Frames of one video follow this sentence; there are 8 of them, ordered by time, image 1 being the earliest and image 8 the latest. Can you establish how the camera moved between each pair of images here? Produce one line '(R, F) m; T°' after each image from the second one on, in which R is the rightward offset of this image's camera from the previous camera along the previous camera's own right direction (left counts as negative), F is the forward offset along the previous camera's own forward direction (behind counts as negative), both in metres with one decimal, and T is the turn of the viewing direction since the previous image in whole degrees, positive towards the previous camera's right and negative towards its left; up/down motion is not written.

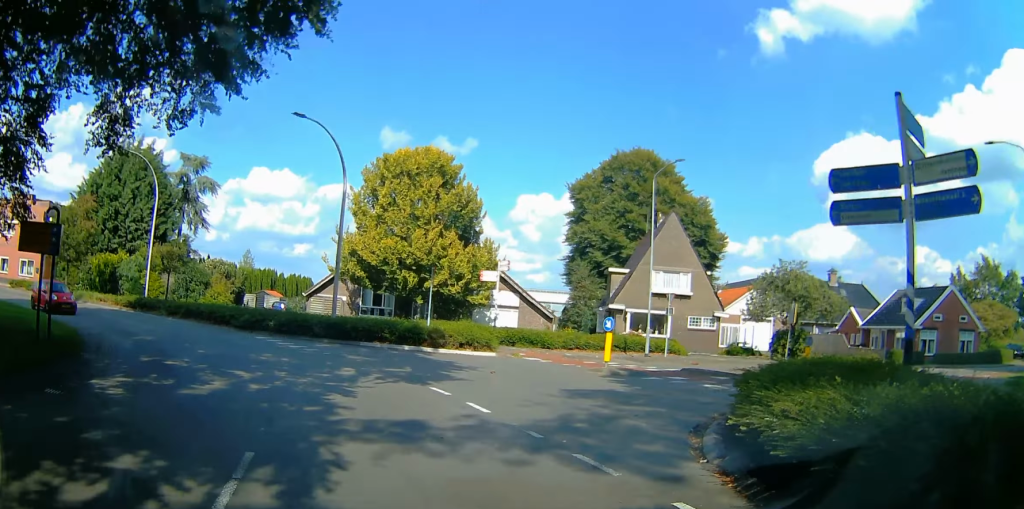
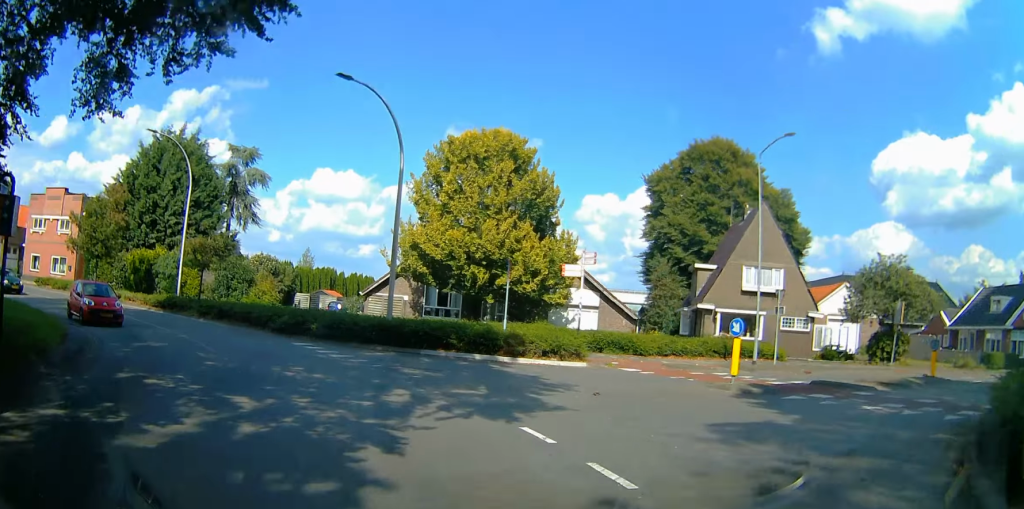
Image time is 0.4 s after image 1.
(-0.4, +4.6) m; -6°
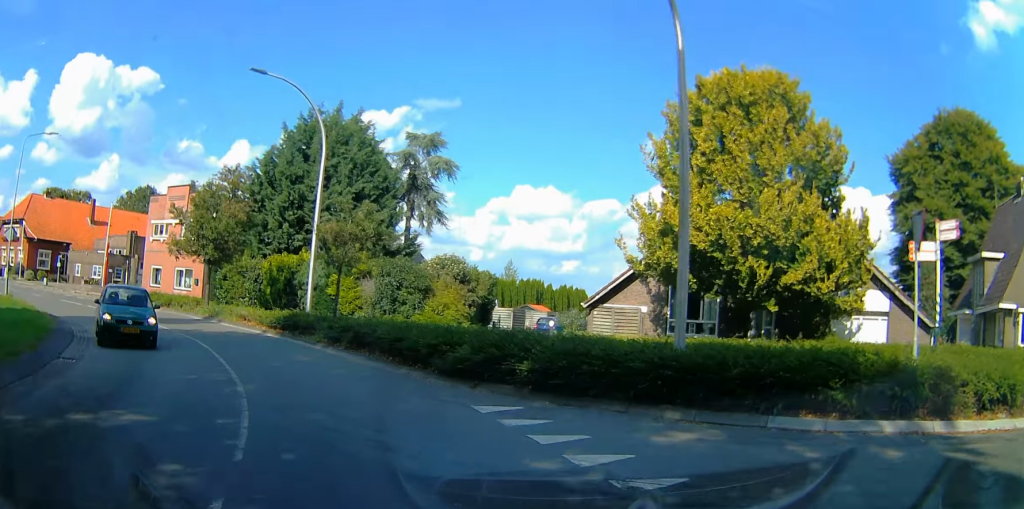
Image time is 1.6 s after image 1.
(-0.4, +11.7) m; -2°
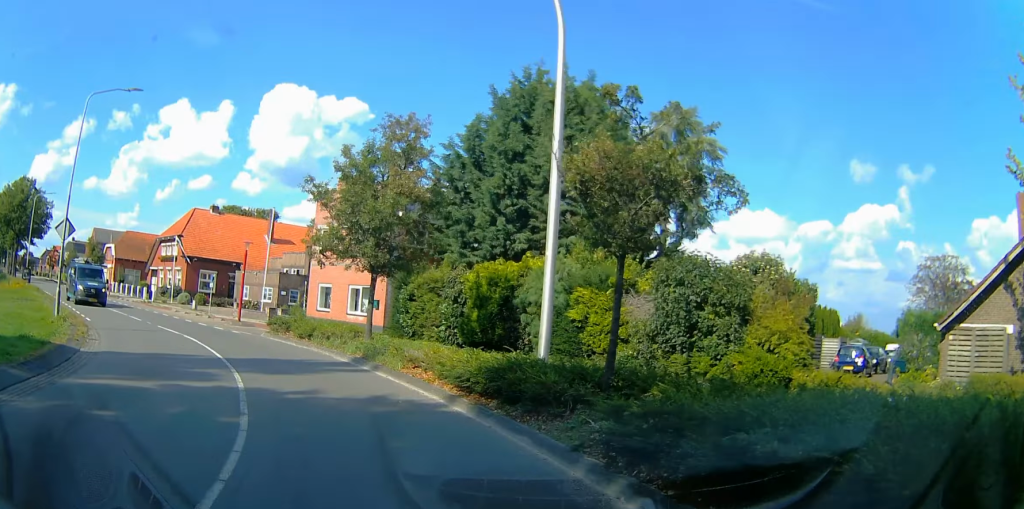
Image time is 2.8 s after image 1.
(-0.1, +11.7) m; -10°
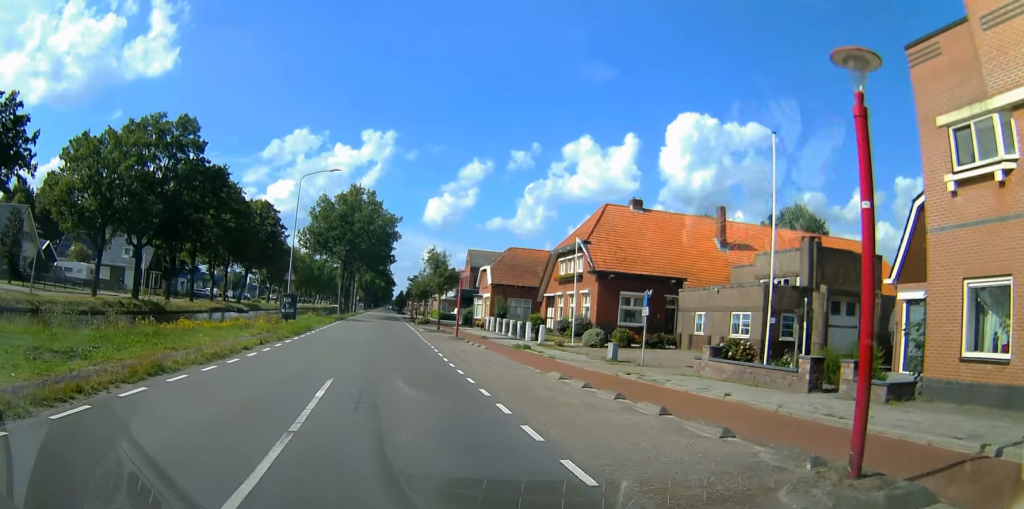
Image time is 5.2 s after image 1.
(-11.0, +20.6) m; -49°
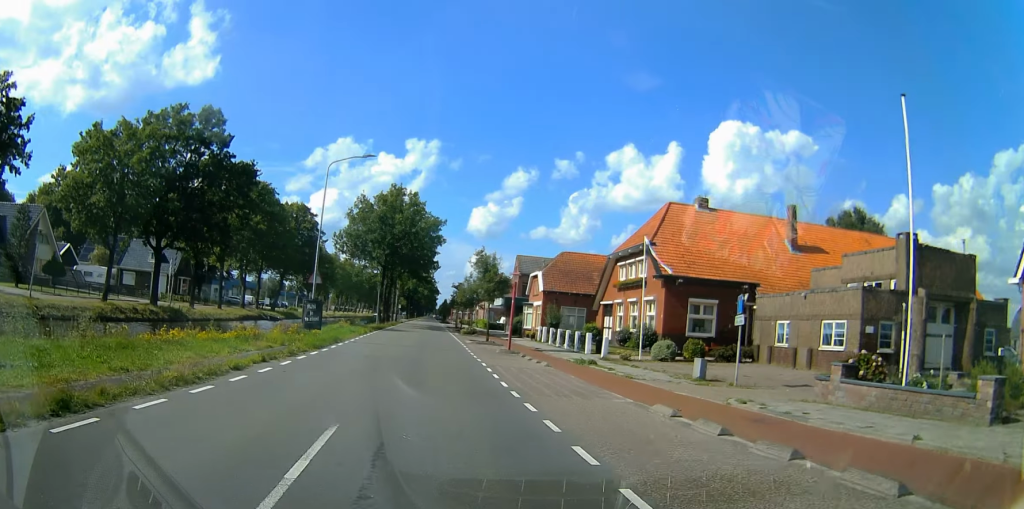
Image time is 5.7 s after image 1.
(-0.3, +4.7) m; -1°
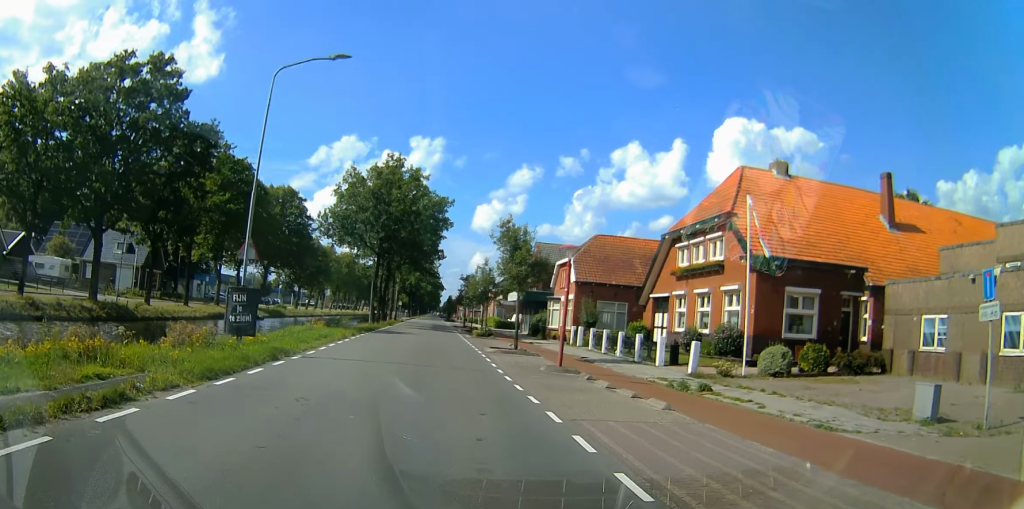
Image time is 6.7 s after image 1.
(-0.3, +11.1) m; +2°
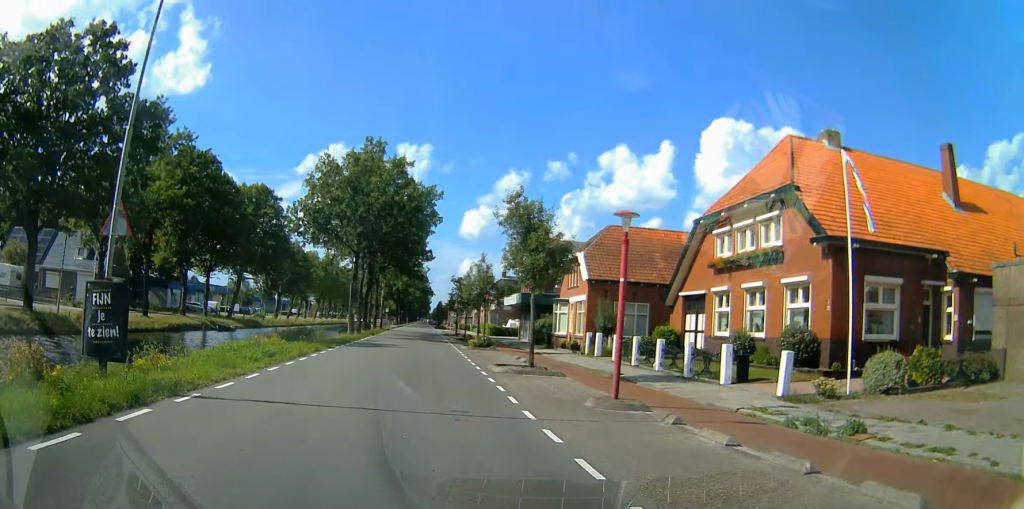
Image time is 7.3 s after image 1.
(+0.4, +6.9) m; +3°
